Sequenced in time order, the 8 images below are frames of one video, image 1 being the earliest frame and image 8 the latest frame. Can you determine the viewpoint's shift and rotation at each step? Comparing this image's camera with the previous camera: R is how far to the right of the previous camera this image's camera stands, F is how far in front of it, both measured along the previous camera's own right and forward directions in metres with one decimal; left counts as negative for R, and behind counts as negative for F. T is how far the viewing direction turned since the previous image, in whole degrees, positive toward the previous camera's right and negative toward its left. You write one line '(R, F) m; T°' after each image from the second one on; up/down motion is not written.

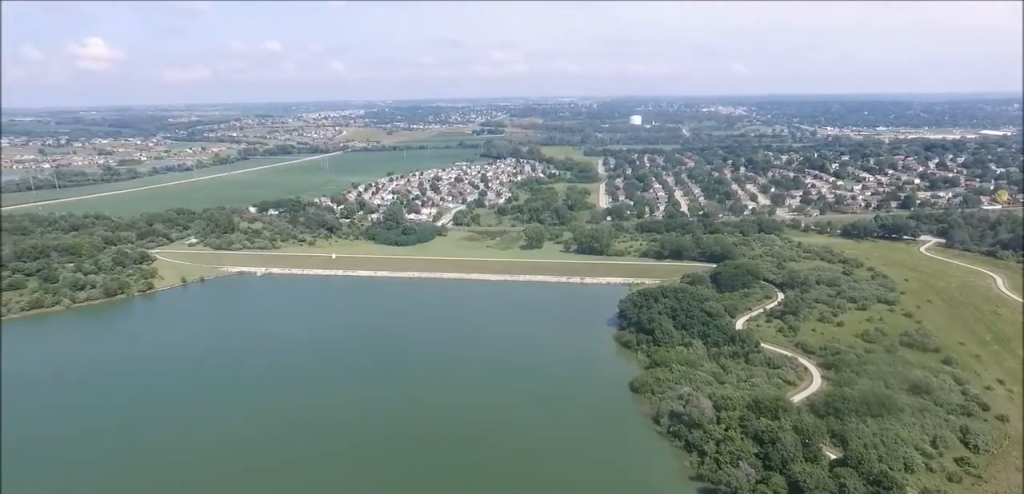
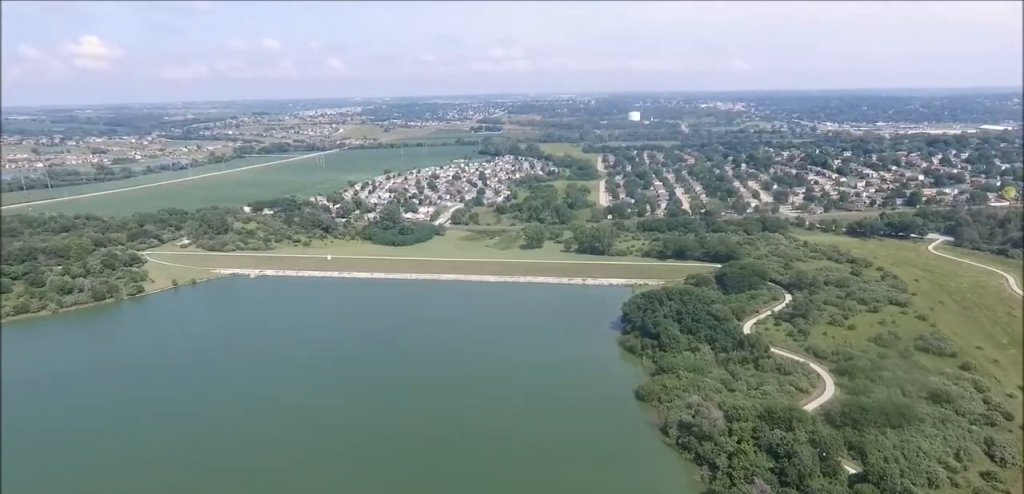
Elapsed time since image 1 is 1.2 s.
(+0.1, +13.0) m; 0°
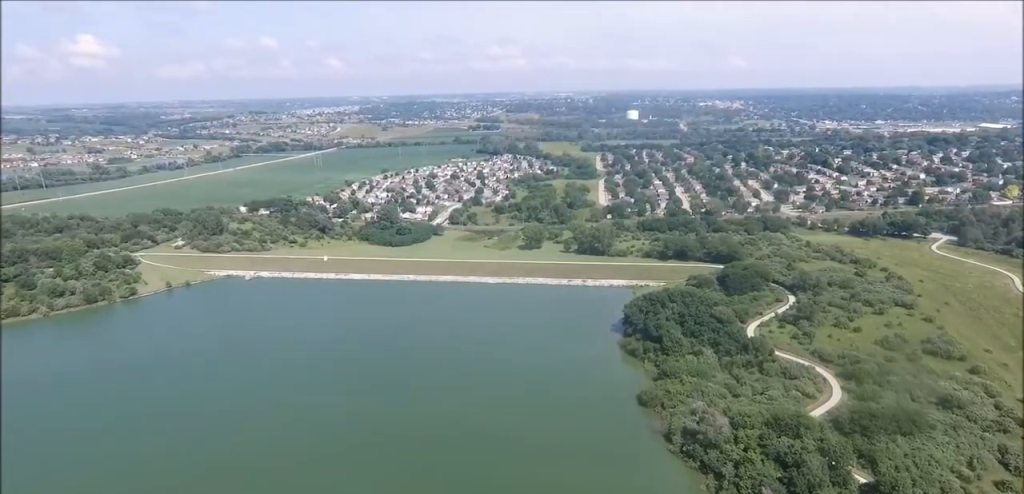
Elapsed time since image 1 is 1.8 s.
(0.0, +6.8) m; -1°
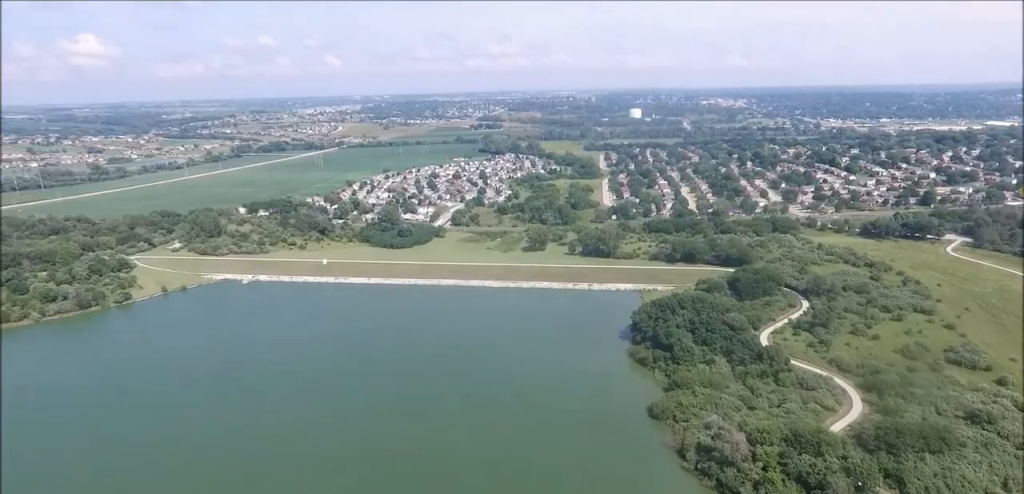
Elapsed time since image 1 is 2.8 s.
(-0.1, +12.7) m; -1°
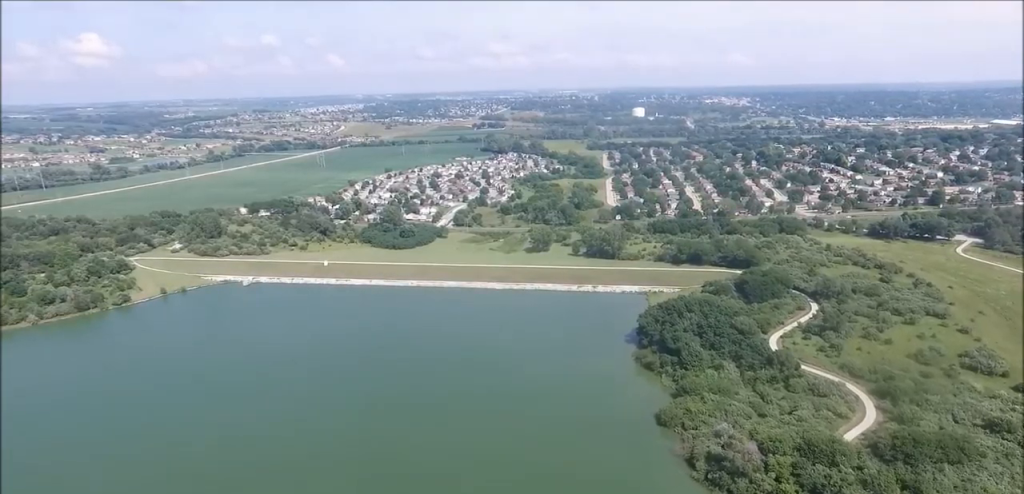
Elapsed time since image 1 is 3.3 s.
(-0.1, +7.0) m; 0°
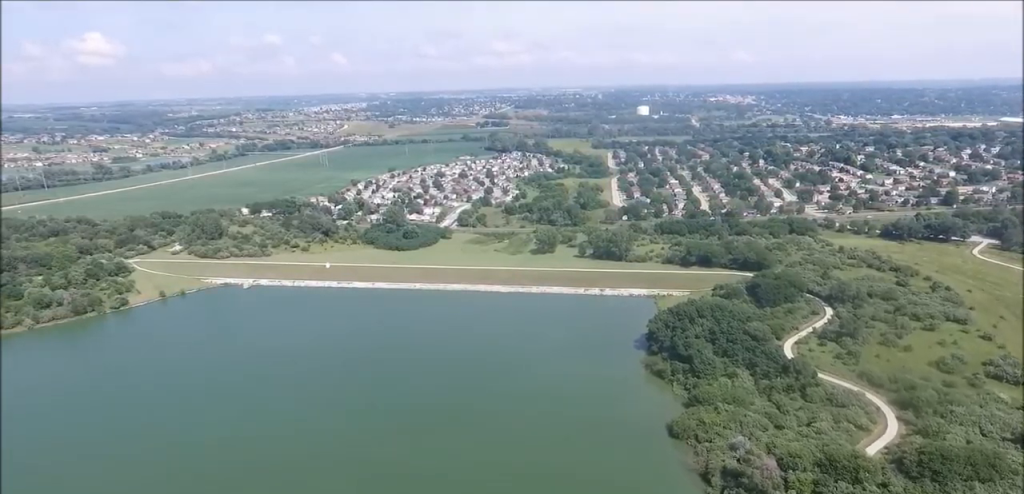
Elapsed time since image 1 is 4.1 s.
(0.0, +9.5) m; 0°
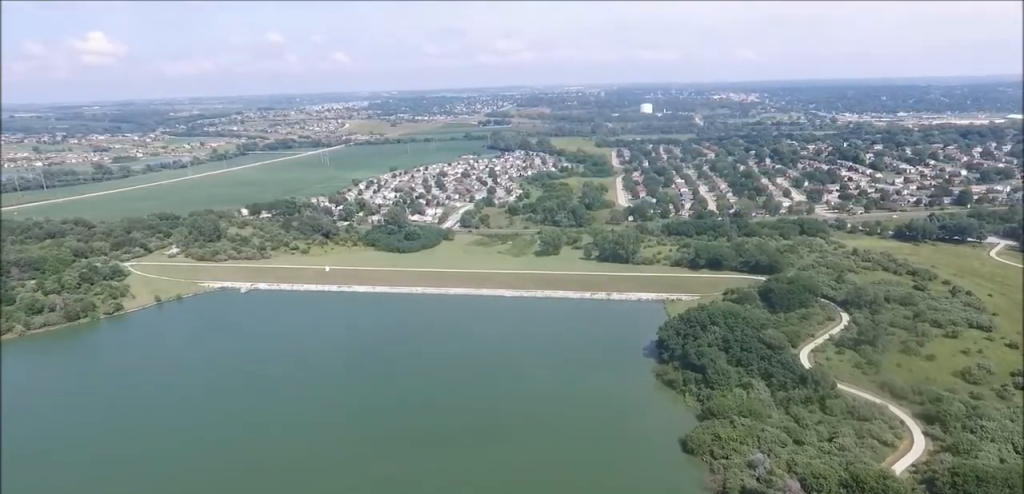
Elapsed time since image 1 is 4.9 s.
(+0.1, +11.4) m; 0°
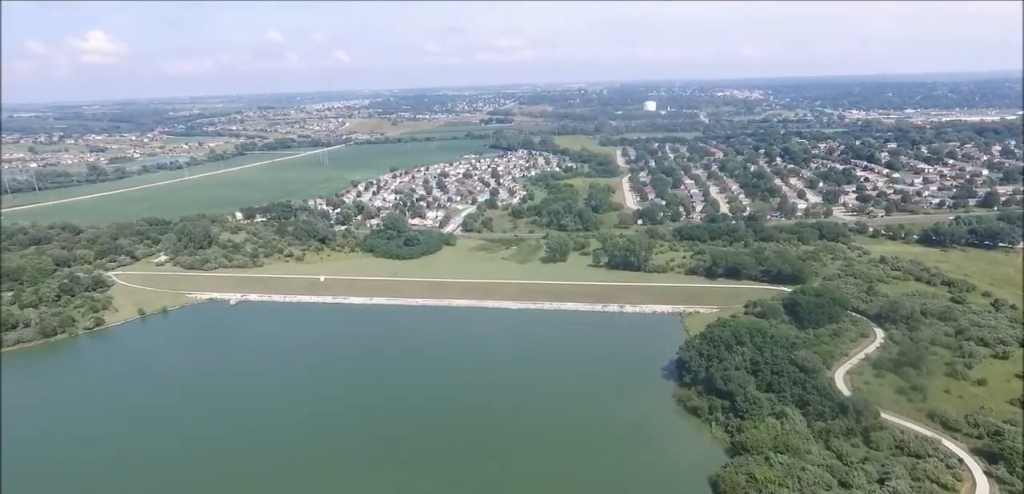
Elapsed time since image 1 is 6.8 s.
(0.0, +25.4) m; 0°
